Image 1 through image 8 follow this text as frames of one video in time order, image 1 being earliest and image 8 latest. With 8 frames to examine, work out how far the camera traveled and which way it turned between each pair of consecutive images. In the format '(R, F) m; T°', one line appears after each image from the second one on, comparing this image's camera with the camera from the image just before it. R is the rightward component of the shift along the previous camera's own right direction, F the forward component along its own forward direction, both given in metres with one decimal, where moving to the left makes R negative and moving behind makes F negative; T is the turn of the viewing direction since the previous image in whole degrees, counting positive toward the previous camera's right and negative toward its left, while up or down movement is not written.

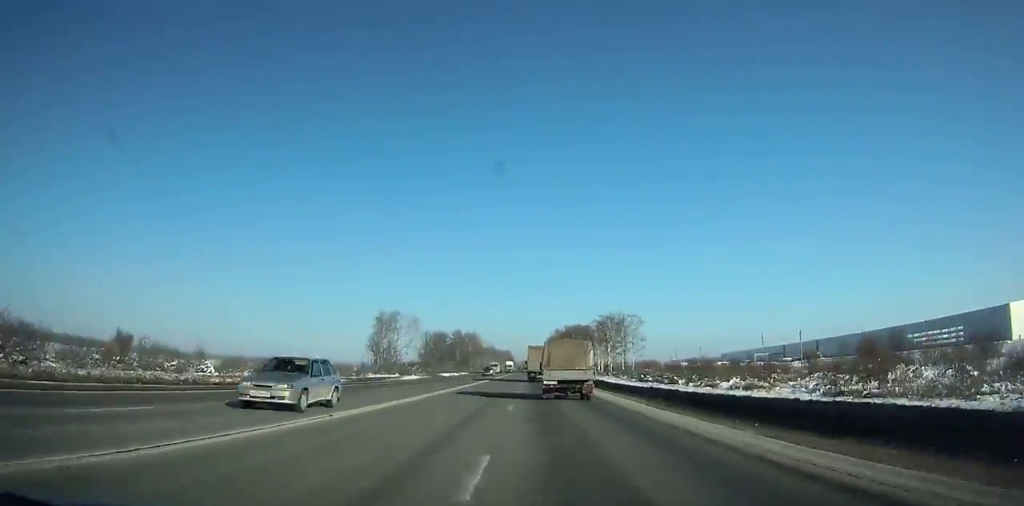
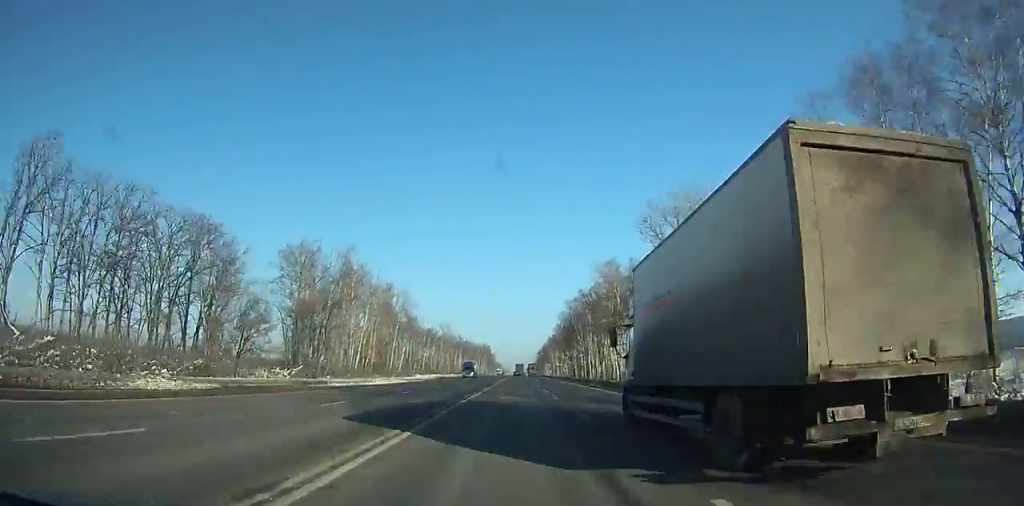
(+1.6, +232.8) m; +1°
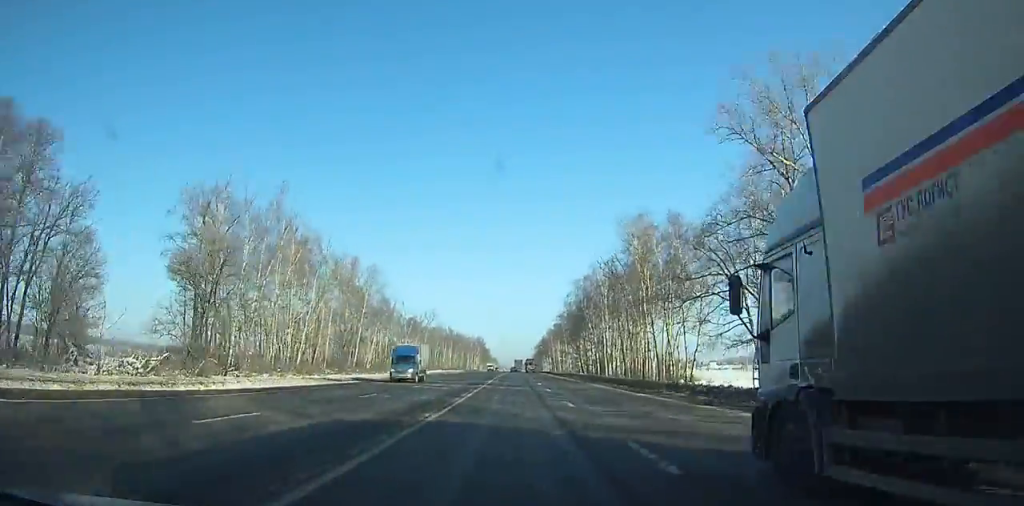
(+0.1, +31.0) m; 0°
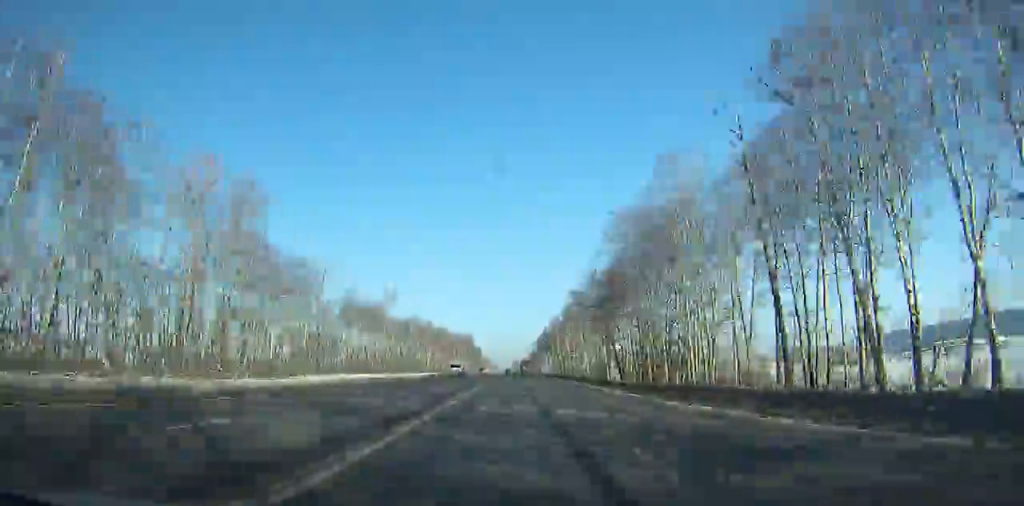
(+0.1, +59.4) m; 0°
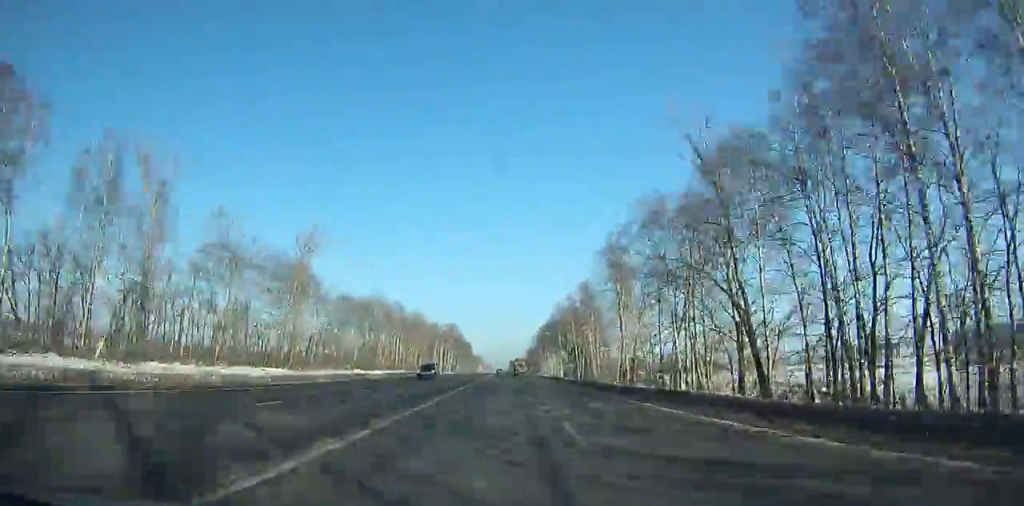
(+0.1, +56.8) m; 0°
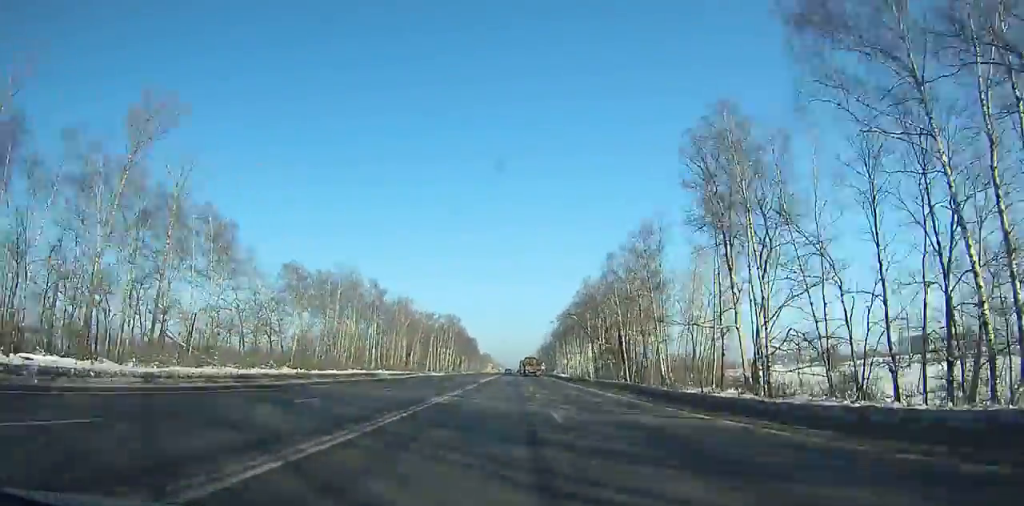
(-0.1, +43.8) m; 0°
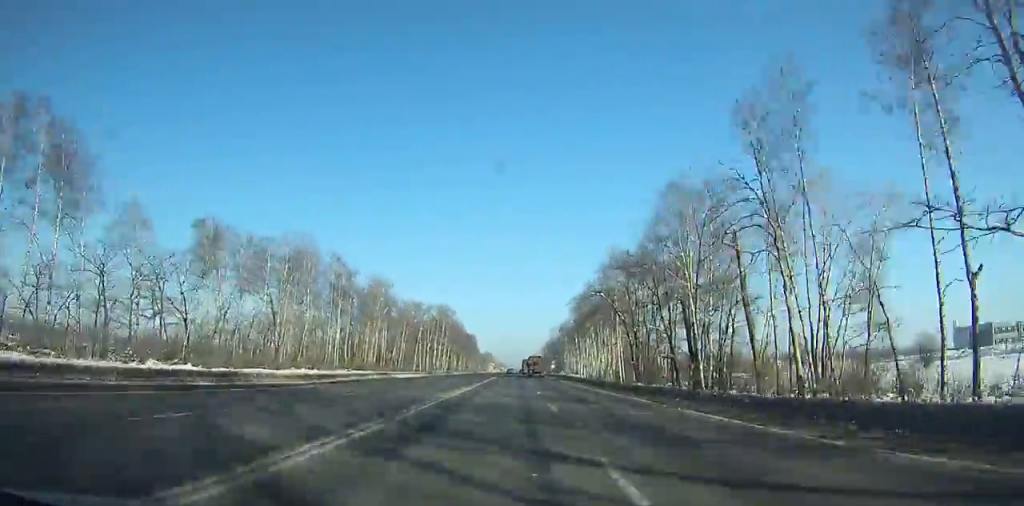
(-0.2, +33.4) m; 0°
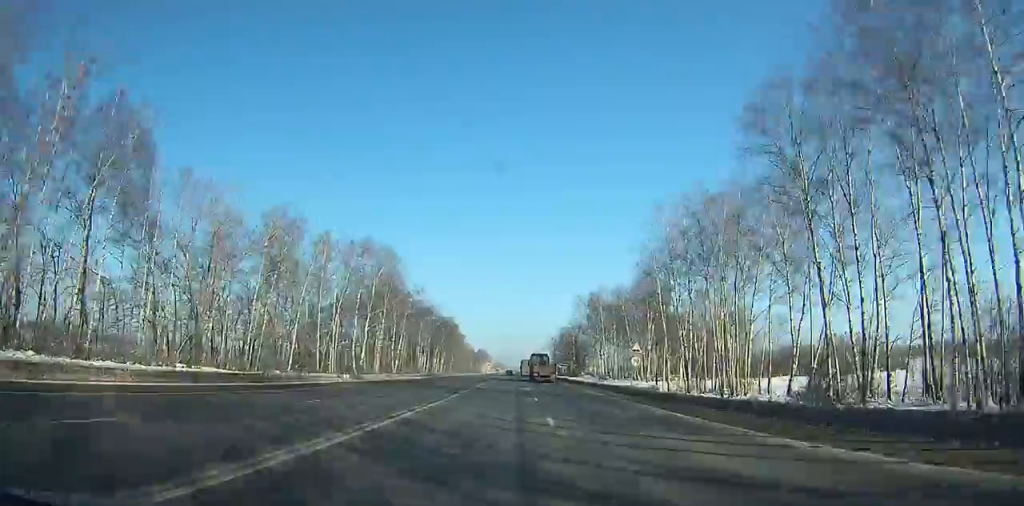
(+0.6, +100.2) m; 0°
